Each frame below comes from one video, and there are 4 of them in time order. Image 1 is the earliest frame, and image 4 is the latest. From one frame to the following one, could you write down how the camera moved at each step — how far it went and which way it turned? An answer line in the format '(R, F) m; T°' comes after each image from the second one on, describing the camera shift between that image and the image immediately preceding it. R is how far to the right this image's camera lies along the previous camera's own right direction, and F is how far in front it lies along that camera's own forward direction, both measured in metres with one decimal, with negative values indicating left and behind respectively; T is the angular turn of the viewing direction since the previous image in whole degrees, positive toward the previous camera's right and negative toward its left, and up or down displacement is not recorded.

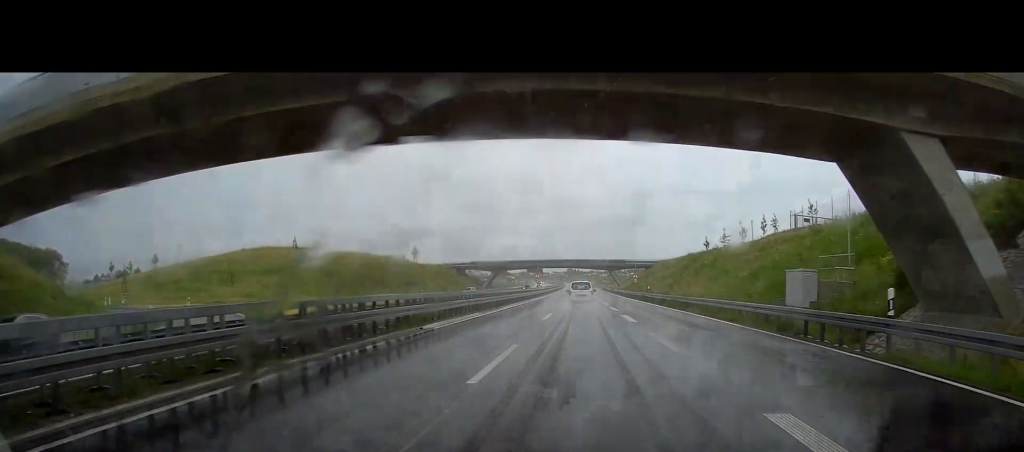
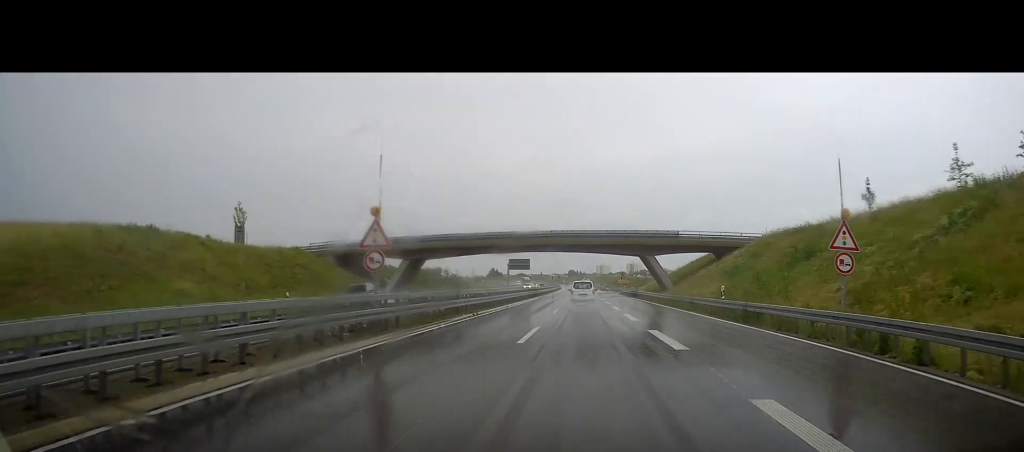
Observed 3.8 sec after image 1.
(+0.2, +84.5) m; 0°
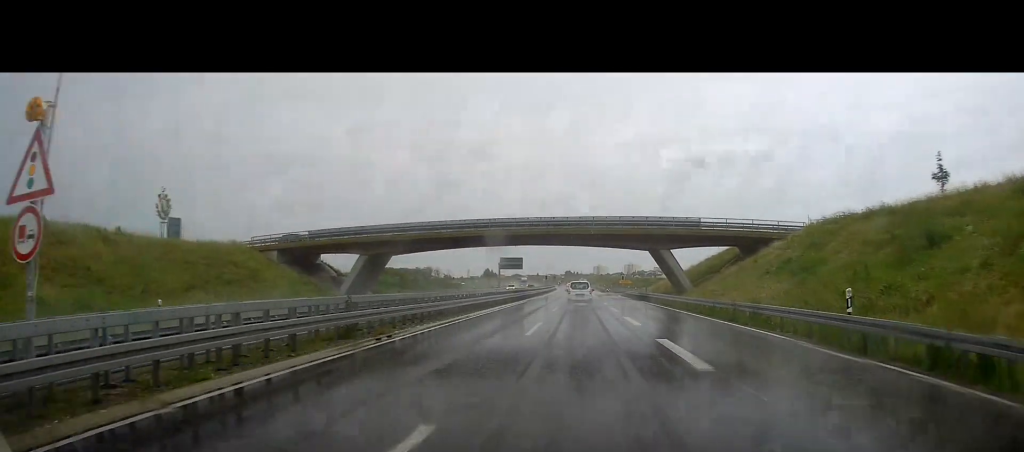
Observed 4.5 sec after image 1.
(0.0, +15.1) m; -1°
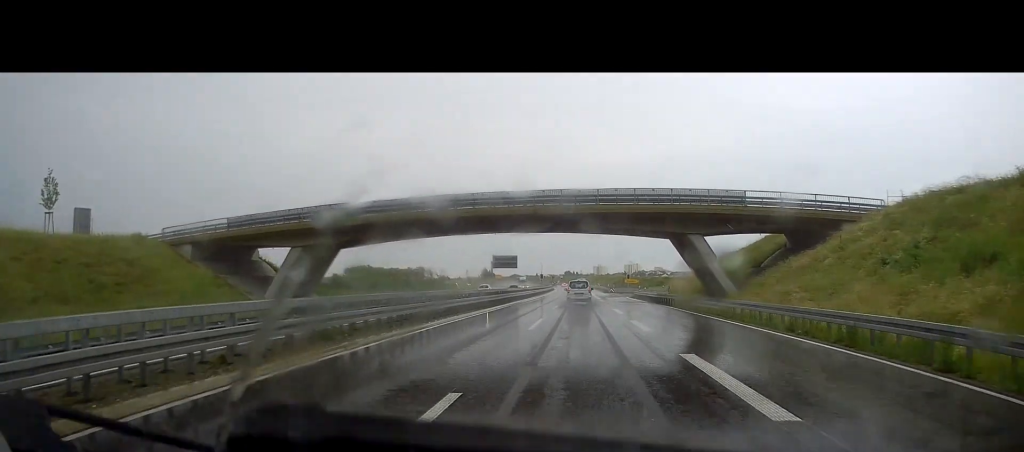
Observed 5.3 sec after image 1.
(-0.2, +16.3) m; -1°
